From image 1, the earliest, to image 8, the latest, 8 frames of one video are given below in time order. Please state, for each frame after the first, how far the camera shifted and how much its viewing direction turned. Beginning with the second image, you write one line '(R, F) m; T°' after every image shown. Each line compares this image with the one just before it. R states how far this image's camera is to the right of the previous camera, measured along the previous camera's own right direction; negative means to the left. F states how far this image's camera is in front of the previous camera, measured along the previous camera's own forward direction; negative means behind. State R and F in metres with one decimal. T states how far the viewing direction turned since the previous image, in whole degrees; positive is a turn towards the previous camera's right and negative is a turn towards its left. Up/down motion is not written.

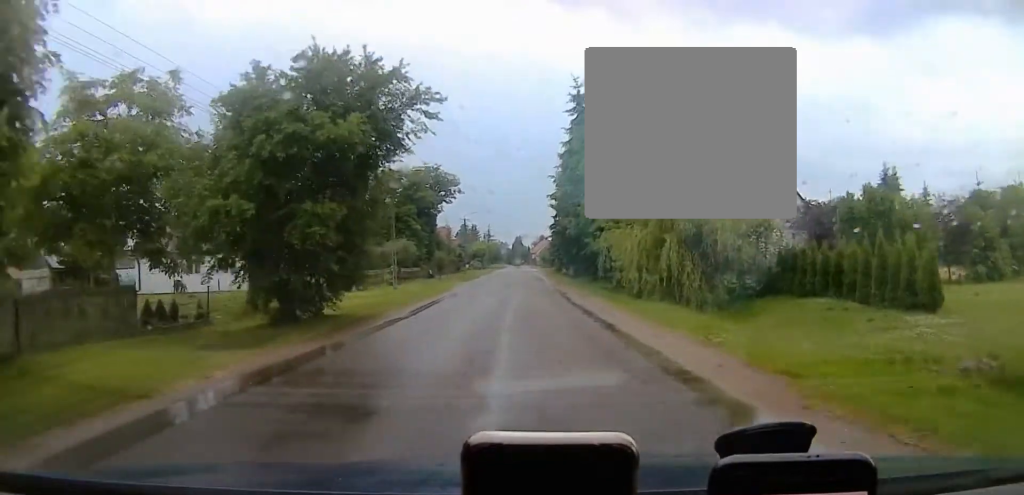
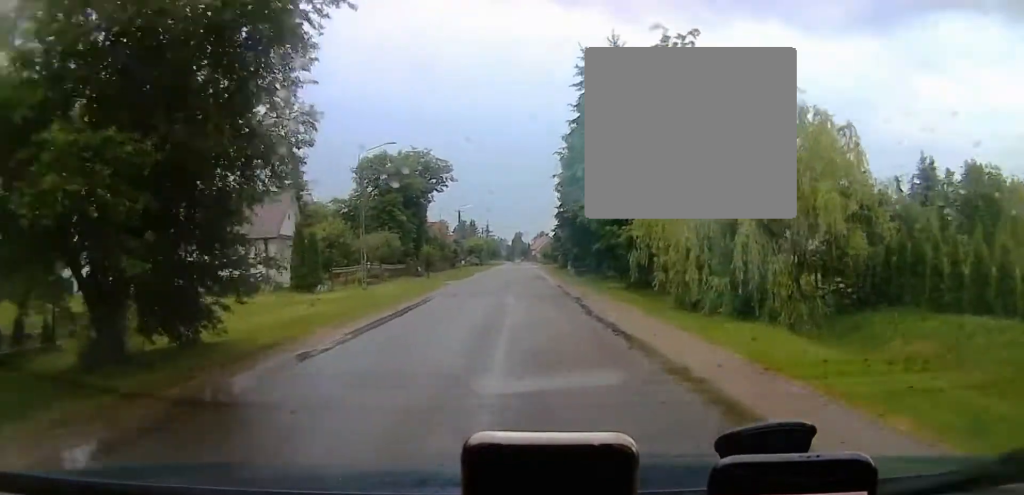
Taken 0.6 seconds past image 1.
(+0.2, +7.2) m; +1°
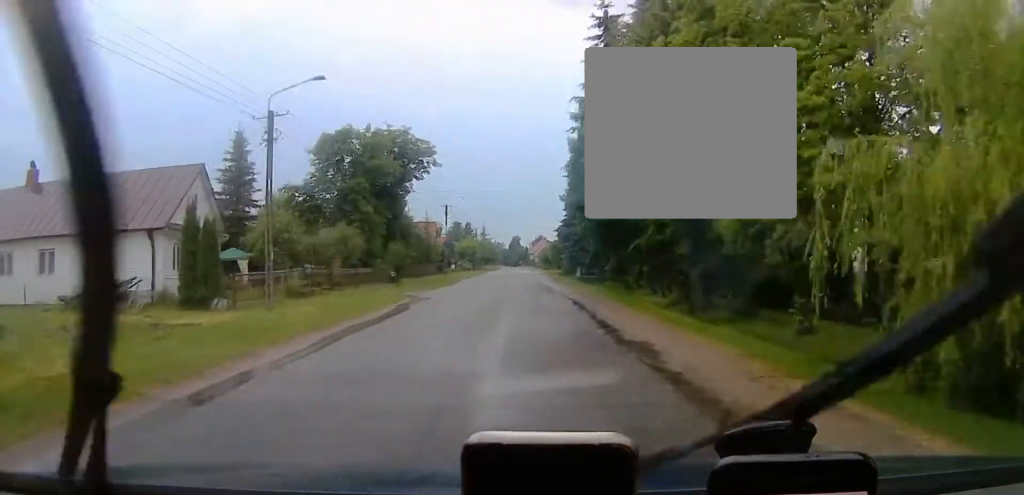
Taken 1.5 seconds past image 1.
(+0.3, +11.0) m; +1°
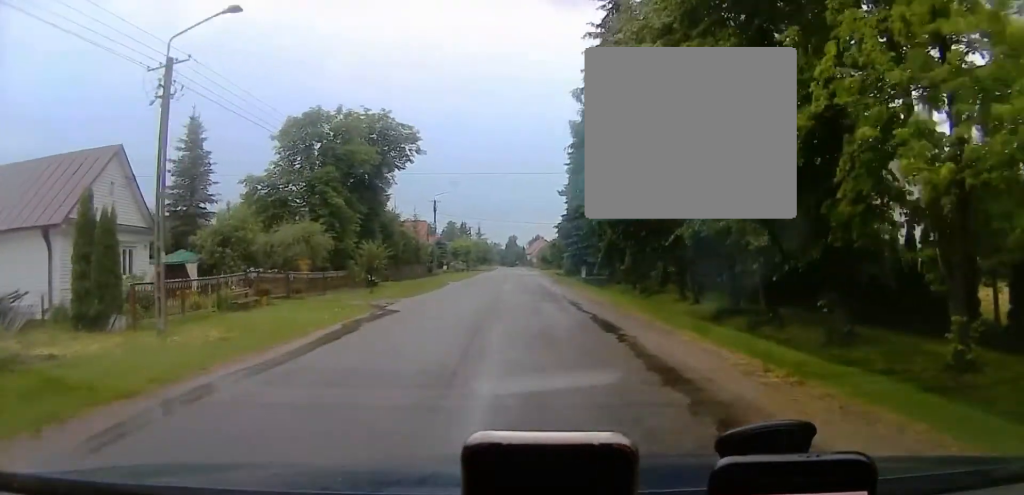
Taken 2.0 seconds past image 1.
(0.0, +6.2) m; 0°
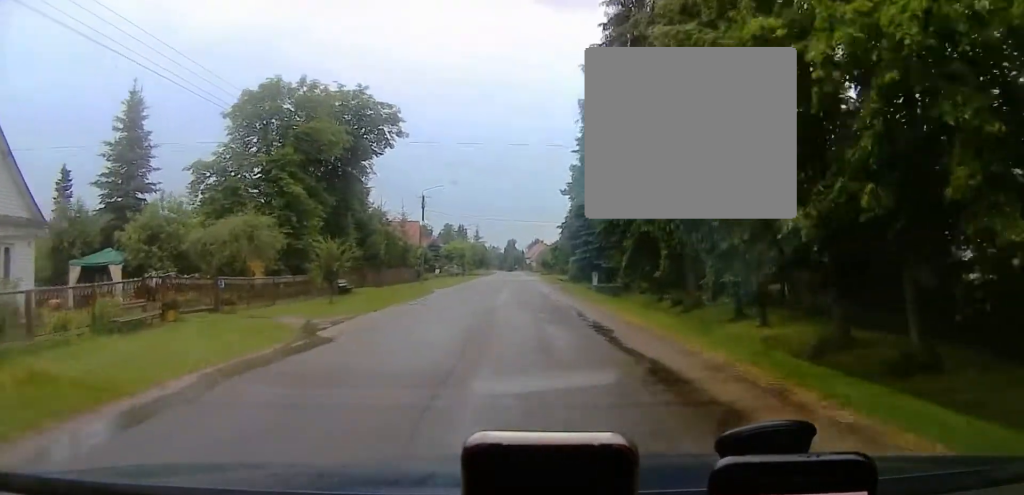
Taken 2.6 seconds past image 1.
(-0.1, +6.8) m; 0°
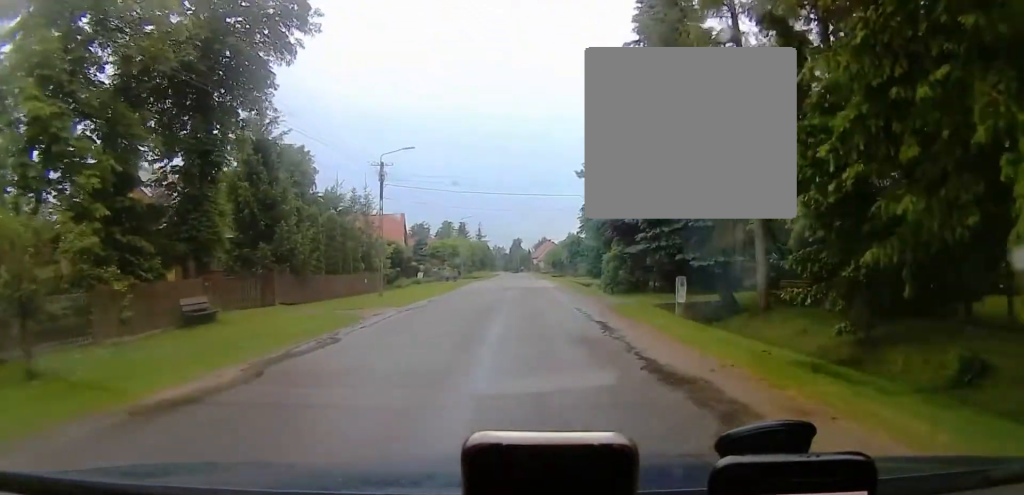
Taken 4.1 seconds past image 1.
(-0.1, +18.0) m; +2°
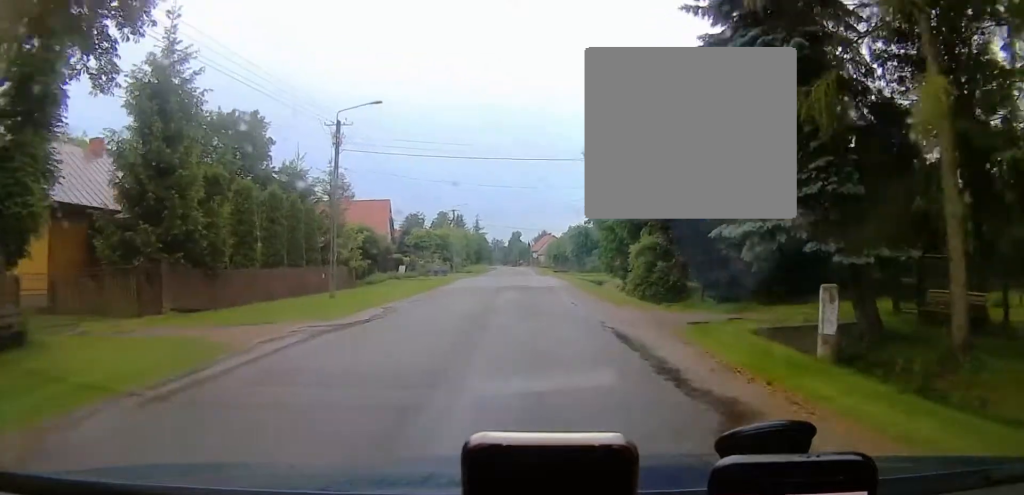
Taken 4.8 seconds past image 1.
(+0.3, +8.5) m; 0°
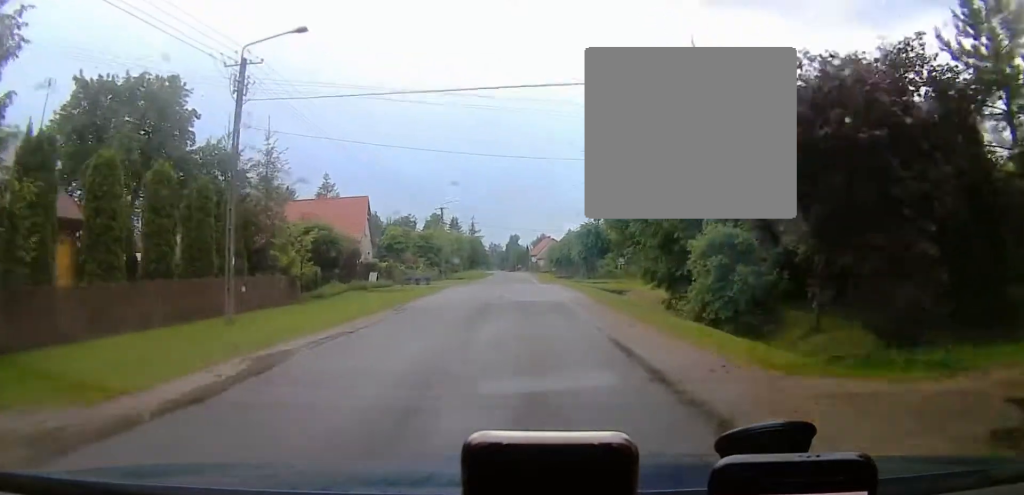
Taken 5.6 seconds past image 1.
(-0.1, +9.2) m; -2°
